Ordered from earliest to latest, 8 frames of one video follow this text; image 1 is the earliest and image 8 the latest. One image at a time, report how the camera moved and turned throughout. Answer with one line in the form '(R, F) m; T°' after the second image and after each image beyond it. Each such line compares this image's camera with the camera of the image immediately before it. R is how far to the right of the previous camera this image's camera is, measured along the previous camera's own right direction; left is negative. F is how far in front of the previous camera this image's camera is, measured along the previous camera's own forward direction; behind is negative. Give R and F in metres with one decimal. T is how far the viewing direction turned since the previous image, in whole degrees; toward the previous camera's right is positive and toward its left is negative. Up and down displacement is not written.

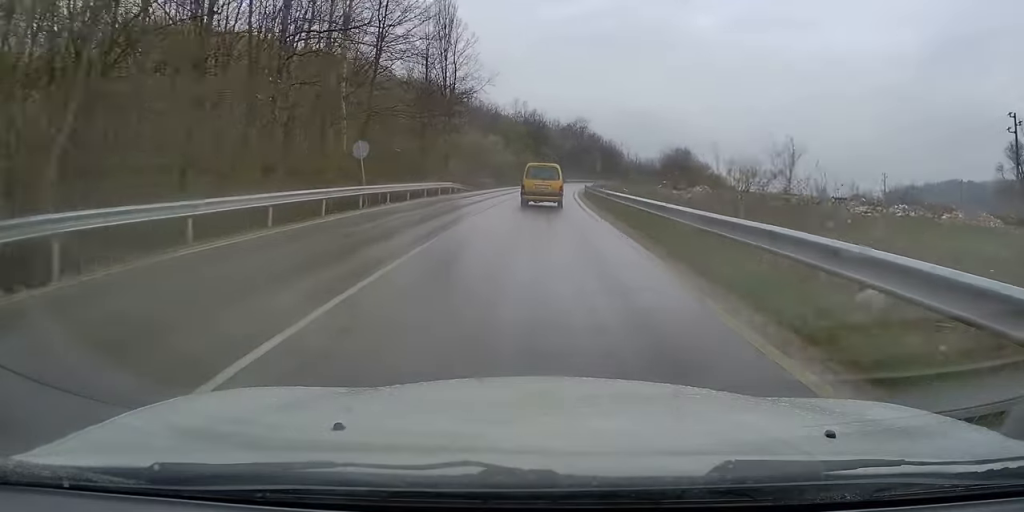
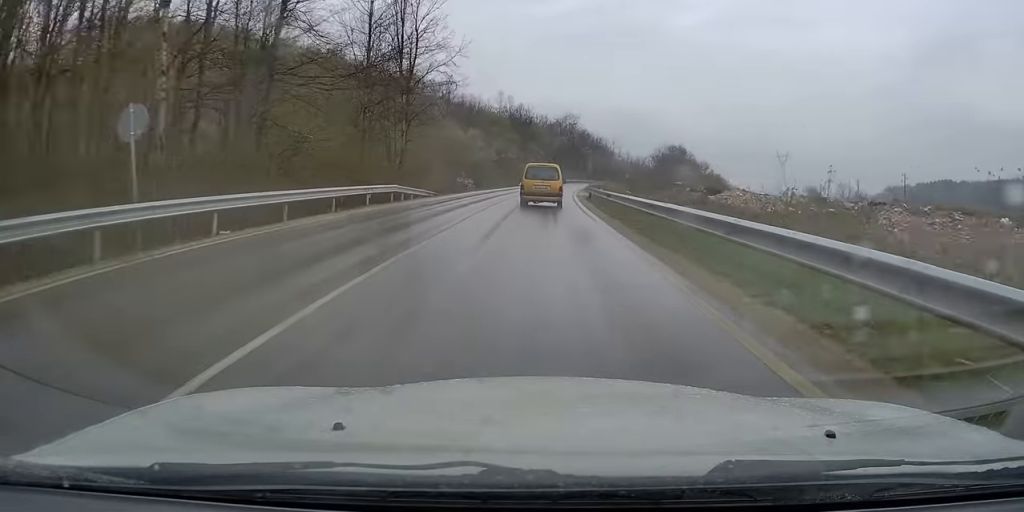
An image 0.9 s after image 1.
(0.0, +14.9) m; +1°
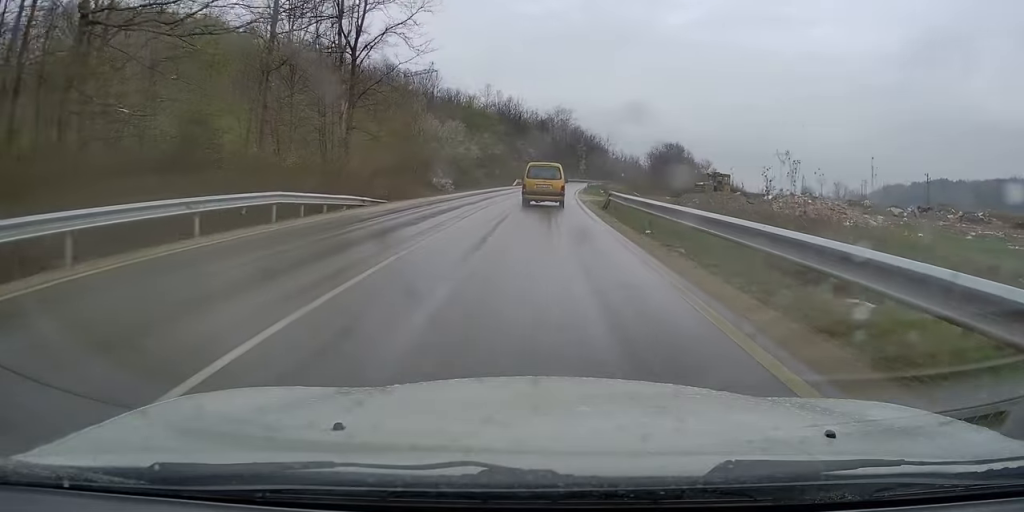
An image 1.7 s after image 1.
(+0.3, +12.8) m; +1°
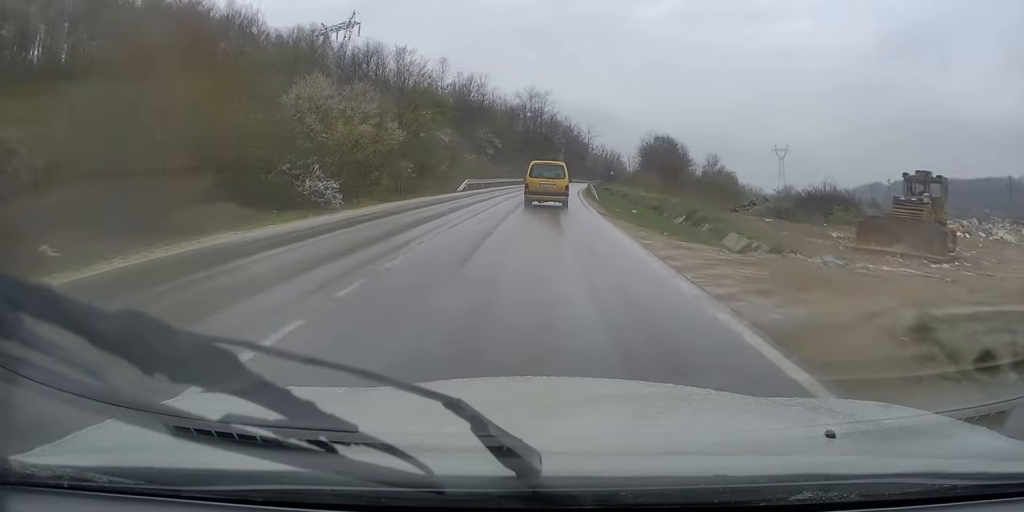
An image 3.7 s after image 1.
(+0.9, +34.4) m; +3°
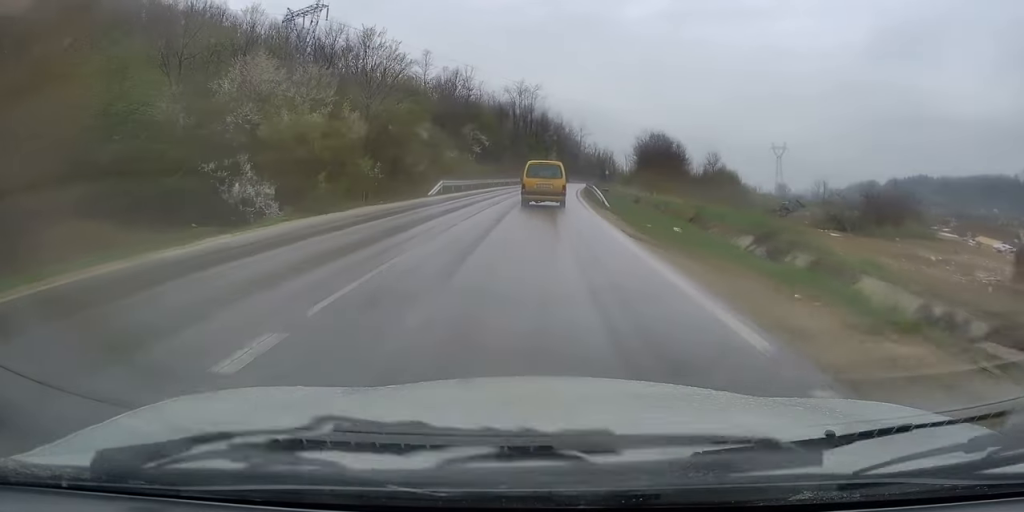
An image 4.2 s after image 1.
(+0.1, +8.5) m; +1°
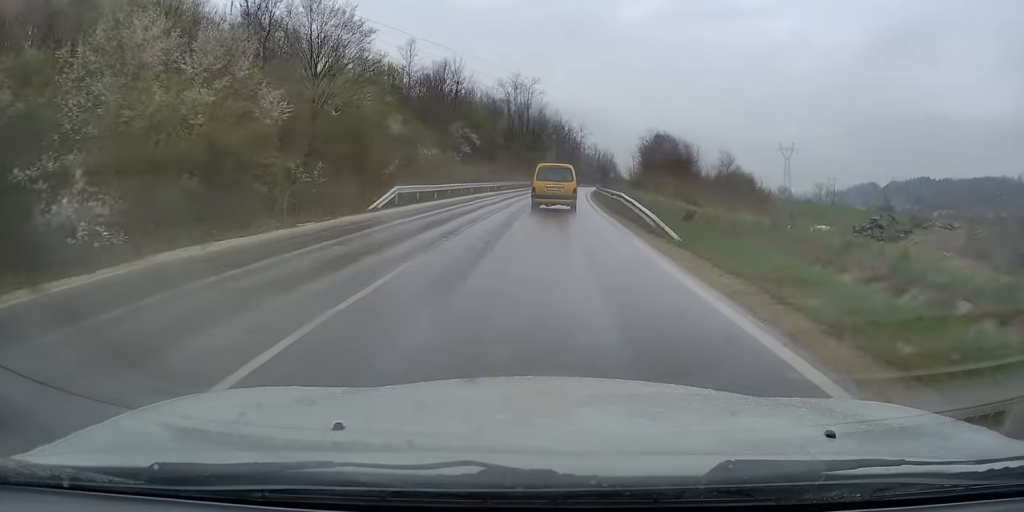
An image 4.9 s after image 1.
(0.0, +12.5) m; 0°
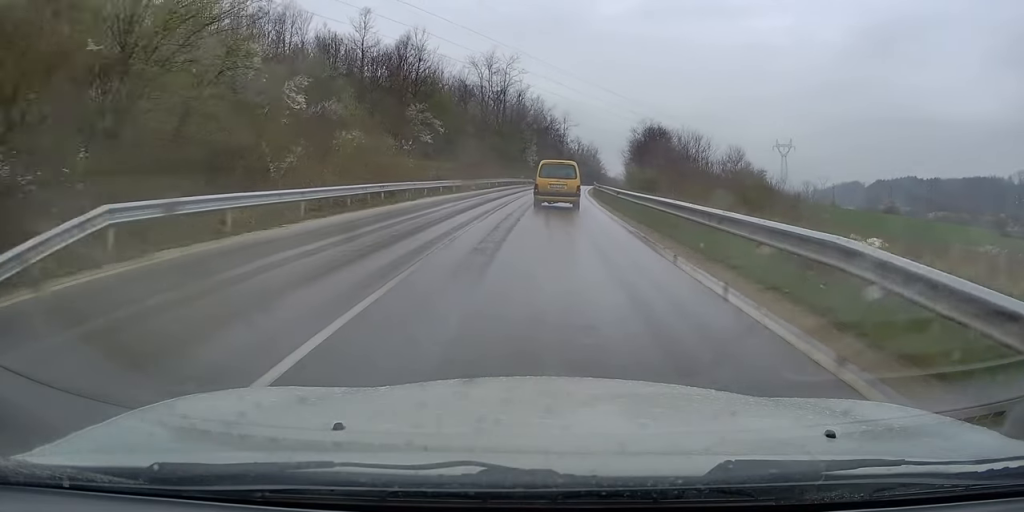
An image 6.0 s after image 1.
(+0.1, +18.2) m; +1°
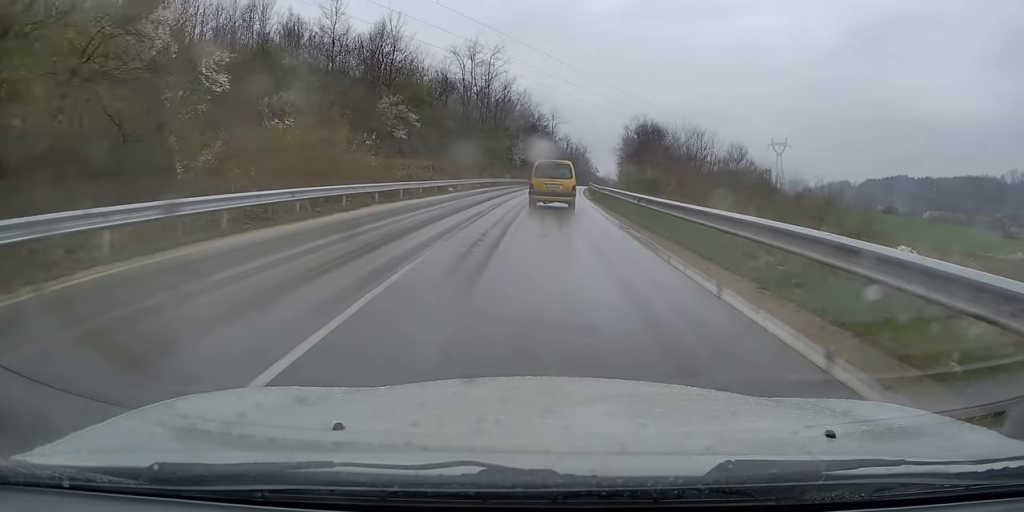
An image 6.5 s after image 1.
(+0.1, +7.9) m; +1°
